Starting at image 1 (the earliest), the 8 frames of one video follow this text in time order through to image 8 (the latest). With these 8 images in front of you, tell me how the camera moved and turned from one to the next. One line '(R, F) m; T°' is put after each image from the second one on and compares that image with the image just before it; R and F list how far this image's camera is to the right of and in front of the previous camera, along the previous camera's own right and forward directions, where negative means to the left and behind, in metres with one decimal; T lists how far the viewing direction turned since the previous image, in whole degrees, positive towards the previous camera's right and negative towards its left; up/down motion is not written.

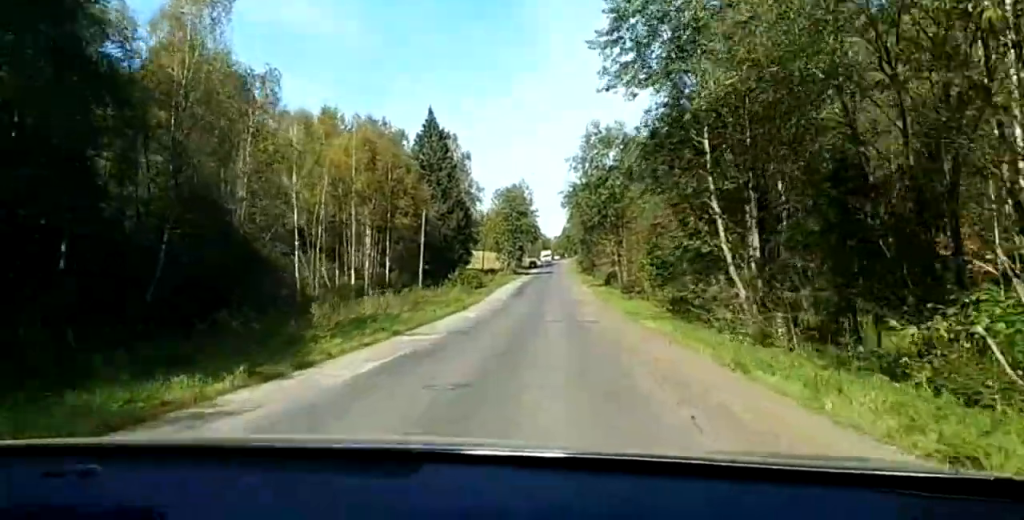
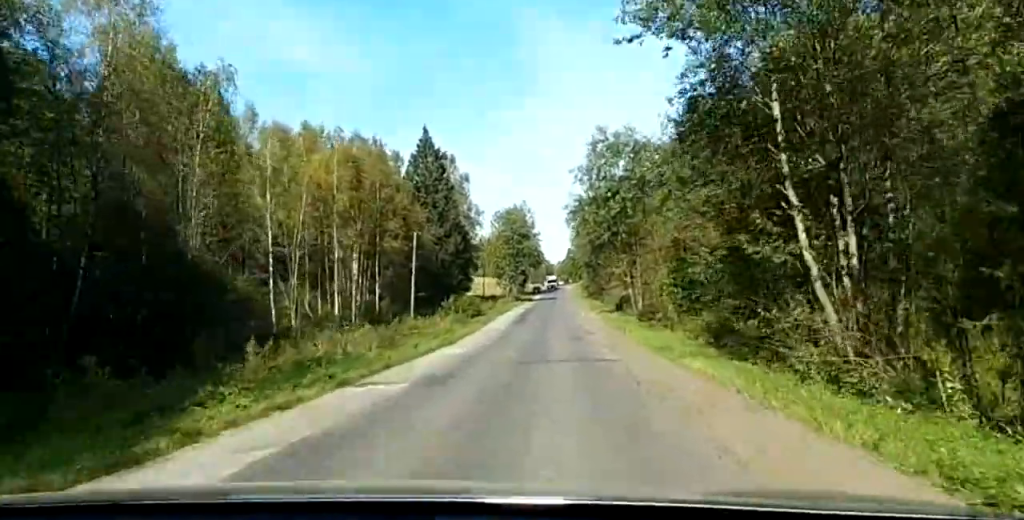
(+0.1, +8.5) m; 0°
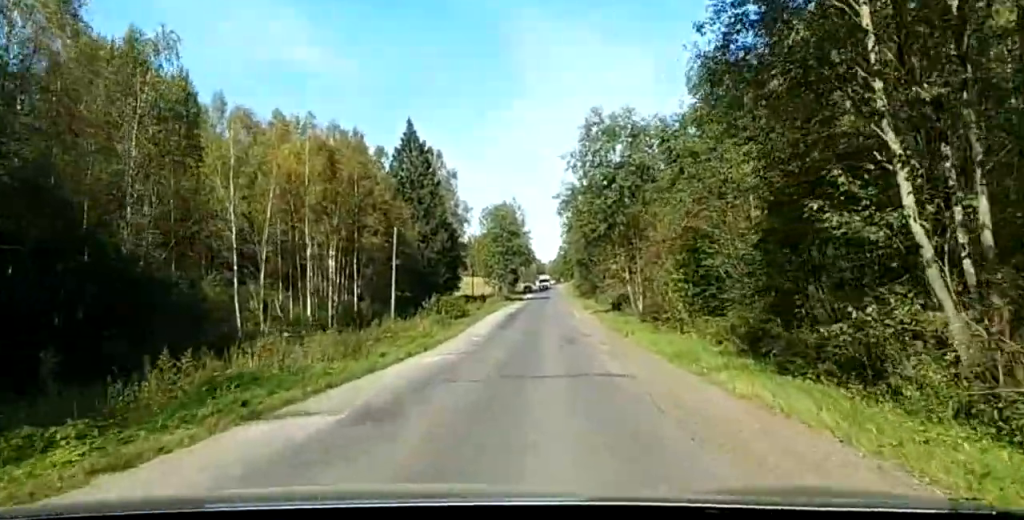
(0.0, +8.7) m; 0°
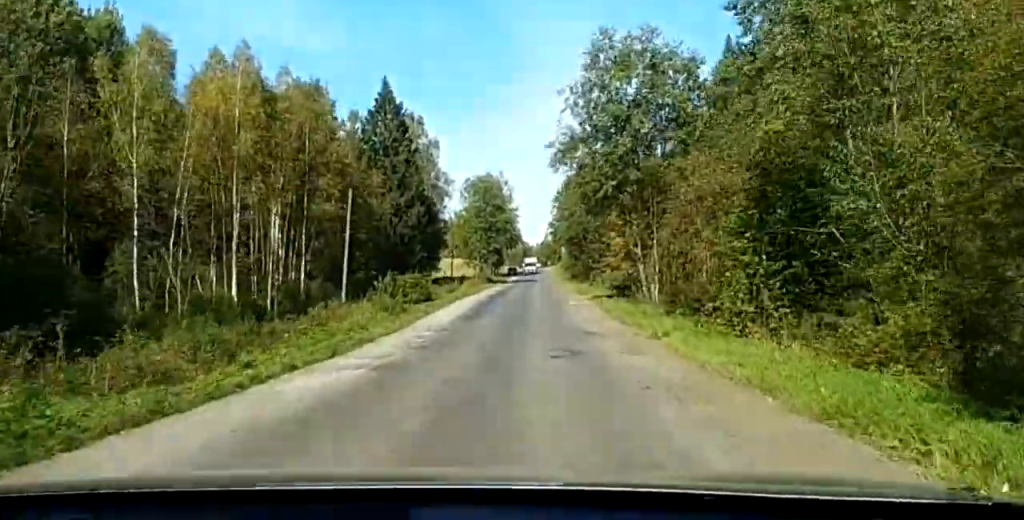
(0.0, +10.6) m; 0°
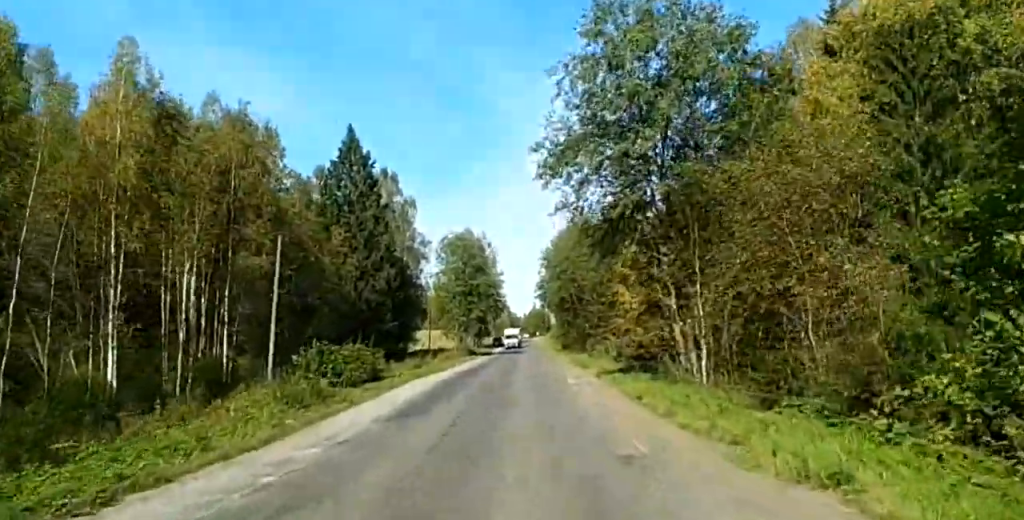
(0.0, +13.3) m; 0°
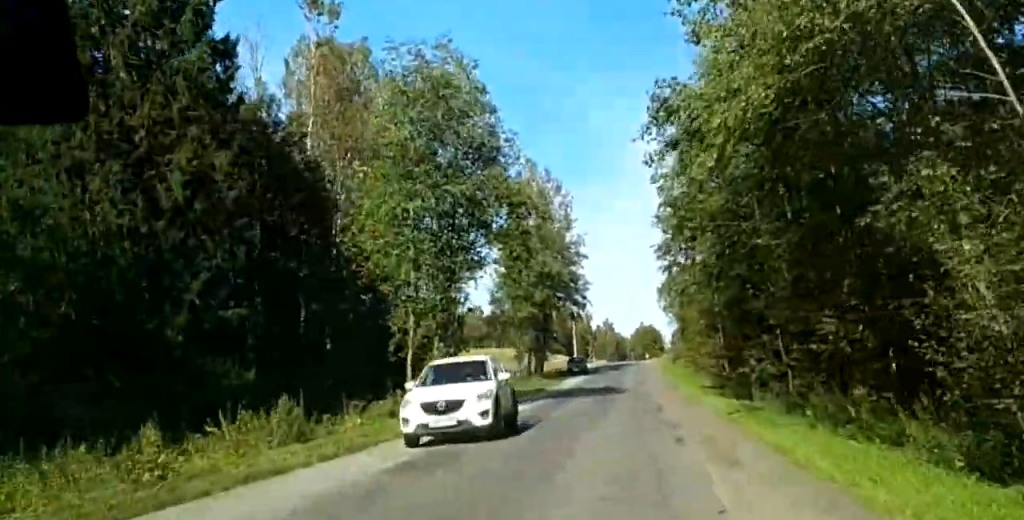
(+0.1, +65.4) m; -1°
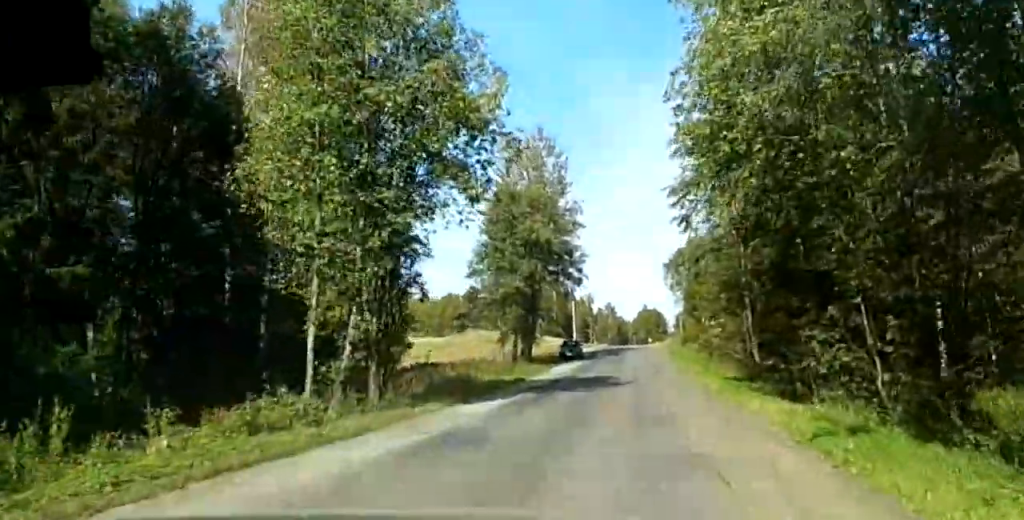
(-0.1, +10.3) m; -1°
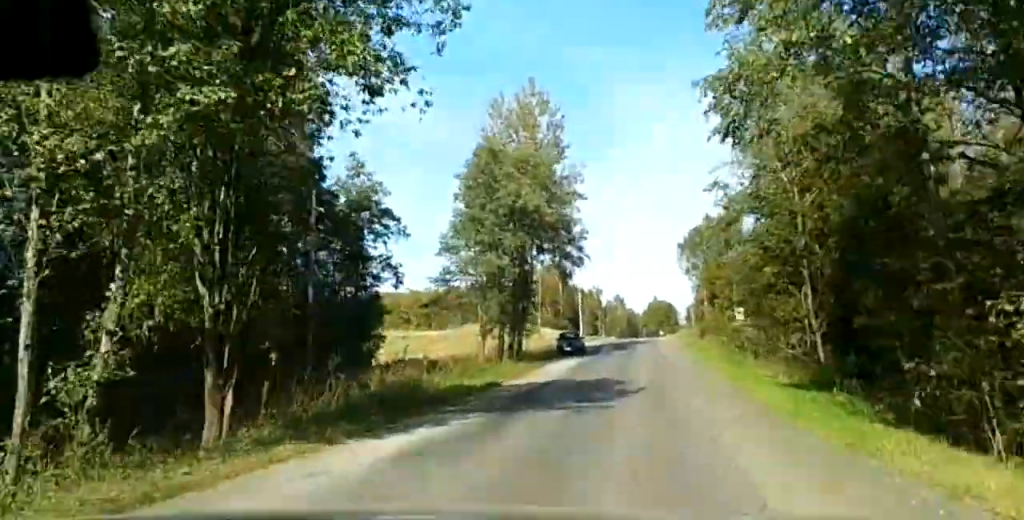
(-0.1, +11.0) m; 0°
